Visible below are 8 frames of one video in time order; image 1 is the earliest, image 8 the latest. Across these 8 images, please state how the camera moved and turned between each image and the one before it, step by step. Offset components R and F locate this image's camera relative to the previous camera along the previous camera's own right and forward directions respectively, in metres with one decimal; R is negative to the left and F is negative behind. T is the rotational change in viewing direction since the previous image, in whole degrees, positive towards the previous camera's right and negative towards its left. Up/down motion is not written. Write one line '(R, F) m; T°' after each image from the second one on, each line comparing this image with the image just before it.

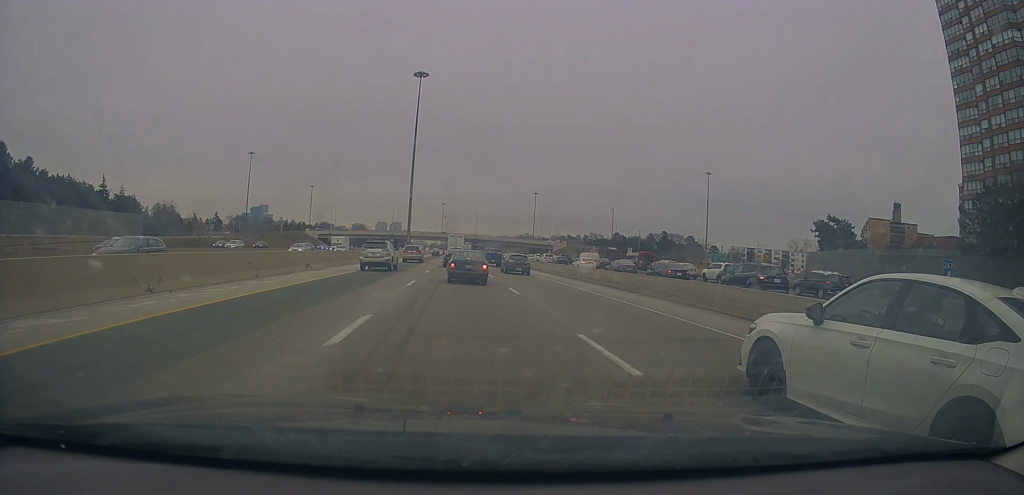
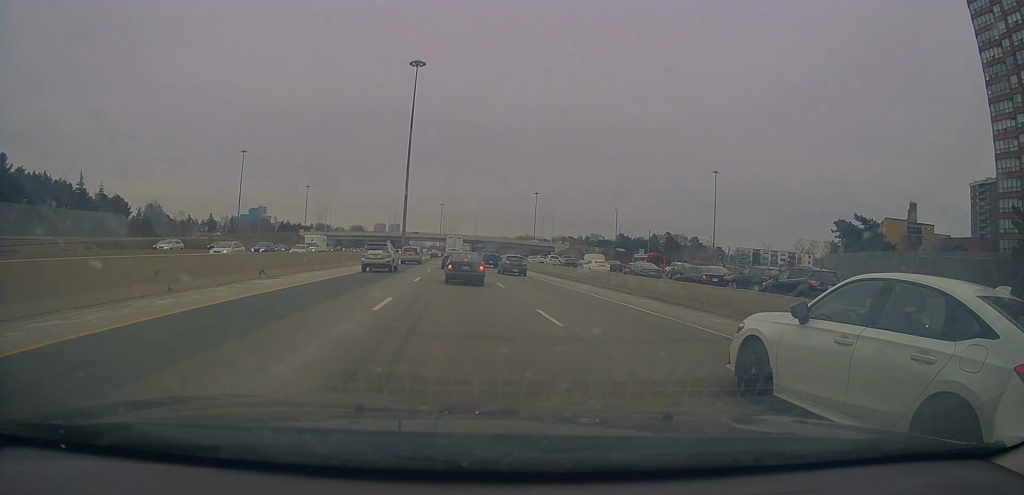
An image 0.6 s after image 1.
(-0.2, +8.8) m; 0°
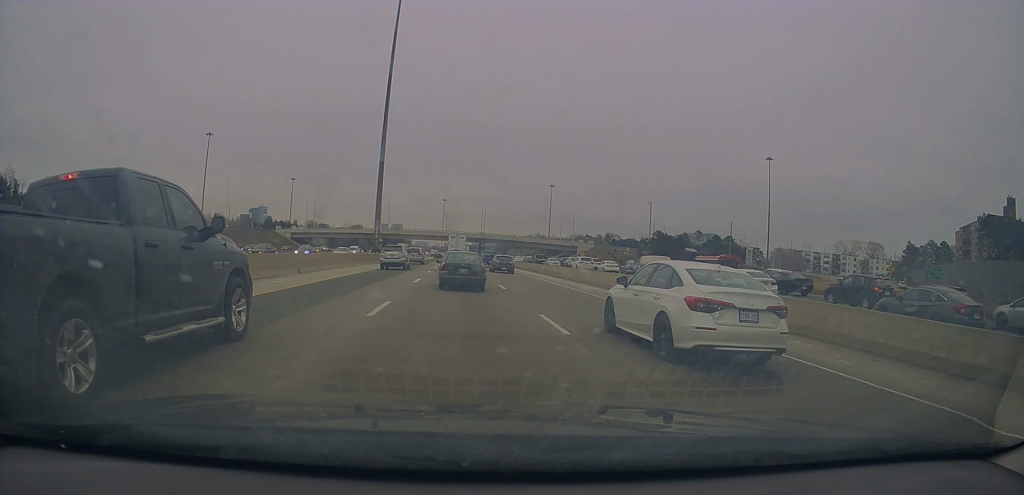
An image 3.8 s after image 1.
(+0.4, +41.1) m; +1°
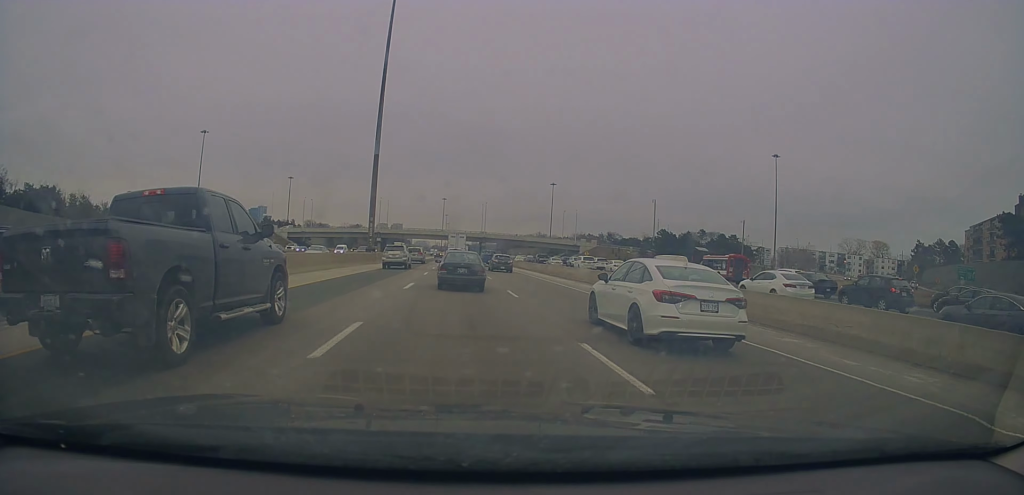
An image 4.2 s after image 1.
(0.0, +4.8) m; 0°
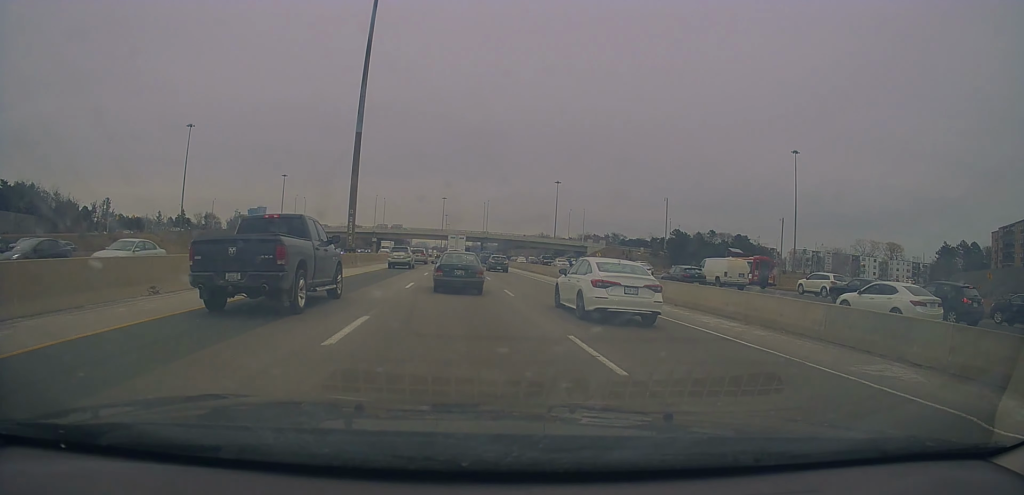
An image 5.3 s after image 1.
(+0.5, +12.5) m; 0°
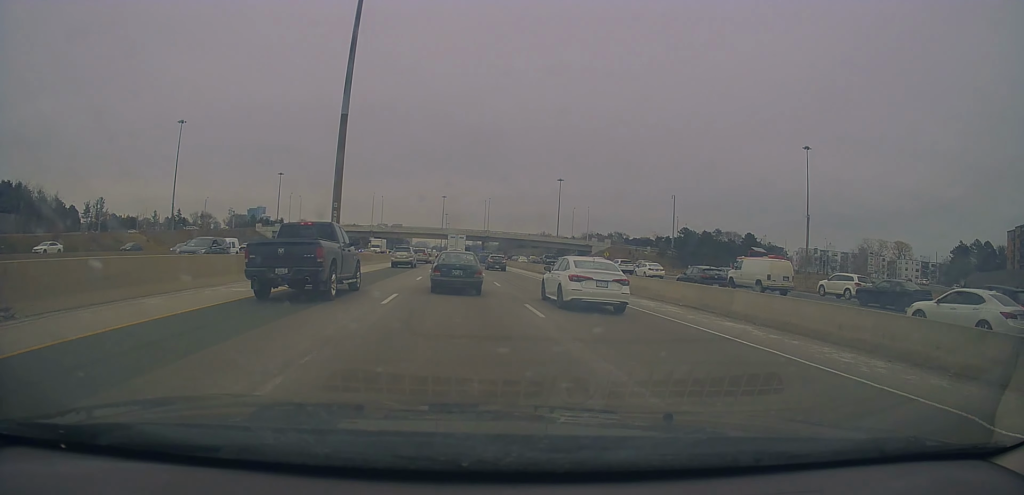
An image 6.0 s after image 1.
(-0.3, +6.9) m; -2°
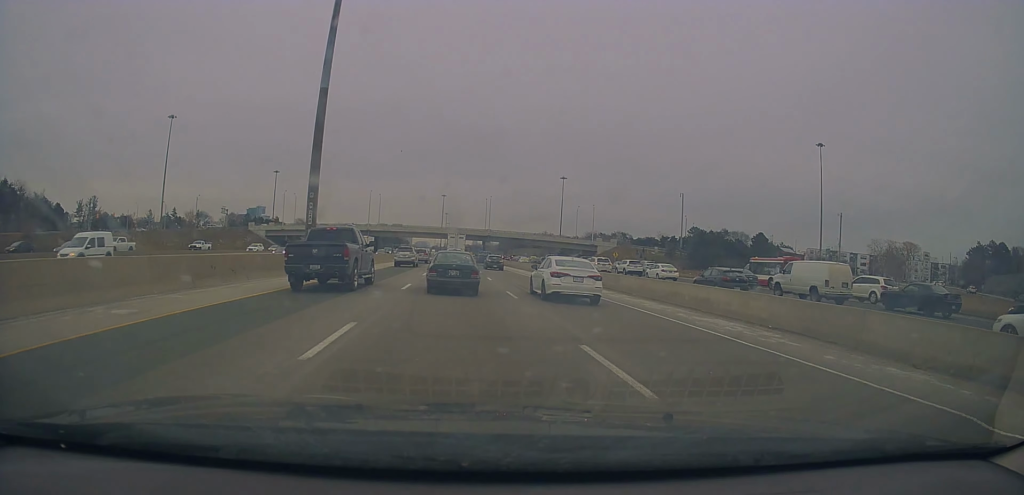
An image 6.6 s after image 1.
(0.0, +7.0) m; 0°
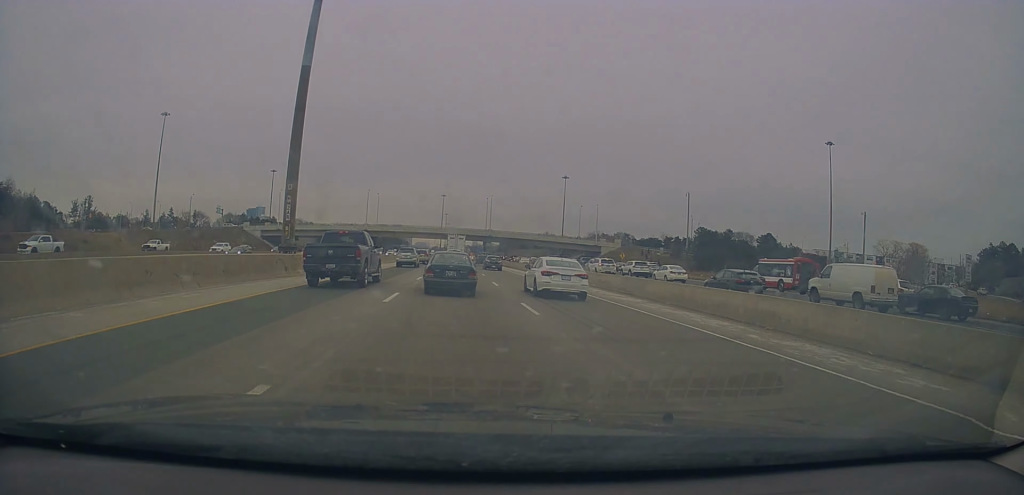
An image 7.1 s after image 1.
(0.0, +4.8) m; 0°
